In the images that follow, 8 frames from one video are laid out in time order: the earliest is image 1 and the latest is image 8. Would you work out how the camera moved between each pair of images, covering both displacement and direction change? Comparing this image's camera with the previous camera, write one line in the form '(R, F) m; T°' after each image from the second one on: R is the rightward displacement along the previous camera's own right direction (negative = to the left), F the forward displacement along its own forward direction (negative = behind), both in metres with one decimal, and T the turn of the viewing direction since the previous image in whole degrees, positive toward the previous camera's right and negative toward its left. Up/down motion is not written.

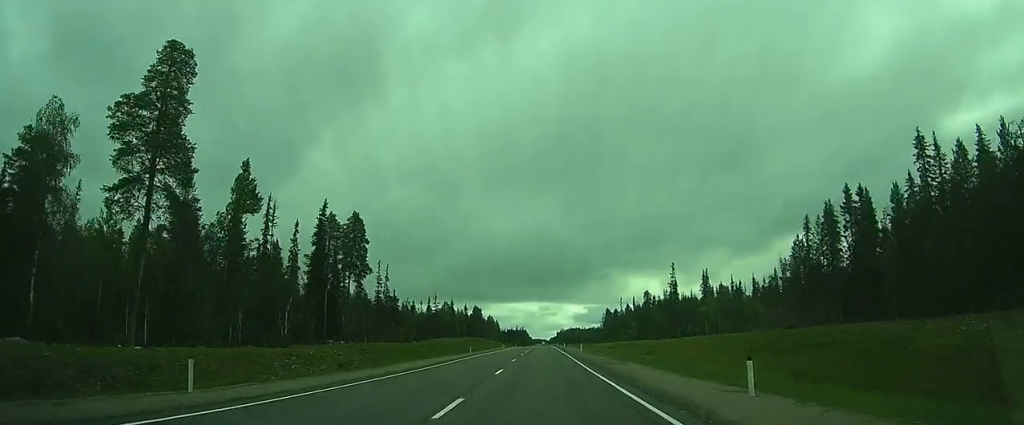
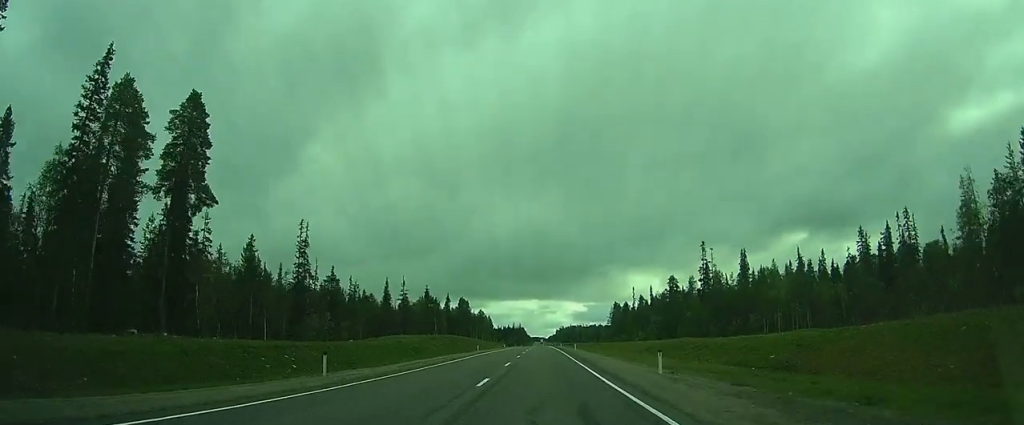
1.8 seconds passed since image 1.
(+0.3, +45.1) m; +1°
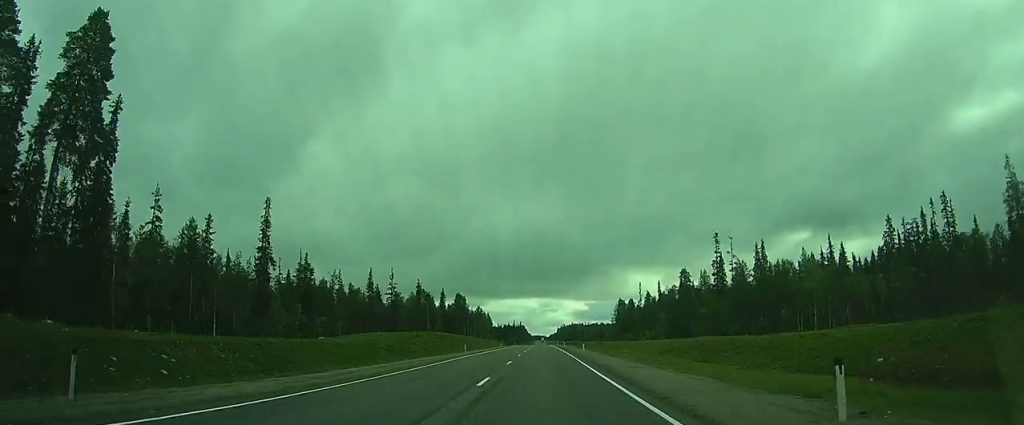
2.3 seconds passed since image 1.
(0.0, +13.1) m; 0°
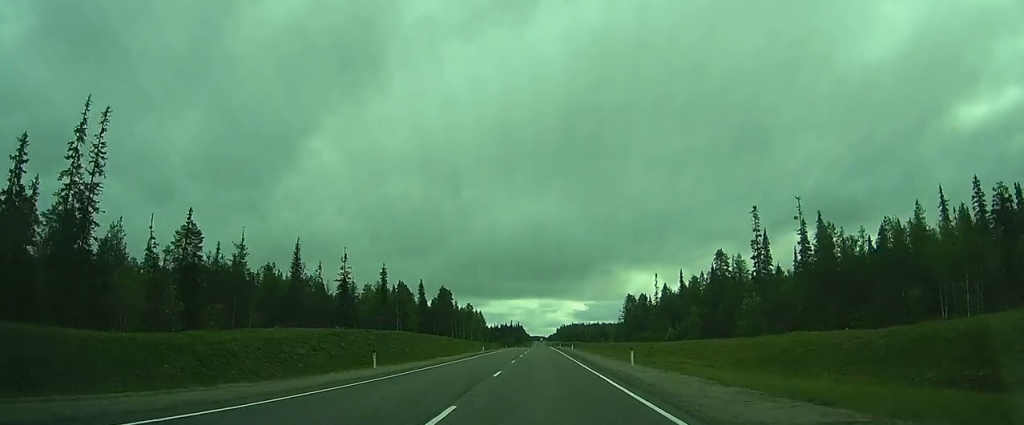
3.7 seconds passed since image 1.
(0.0, +33.3) m; 0°
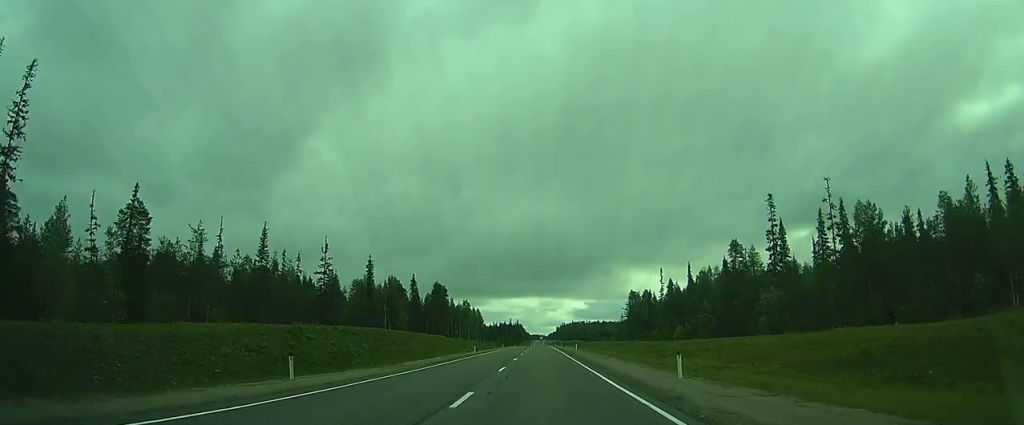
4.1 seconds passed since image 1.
(0.0, +9.6) m; 0°
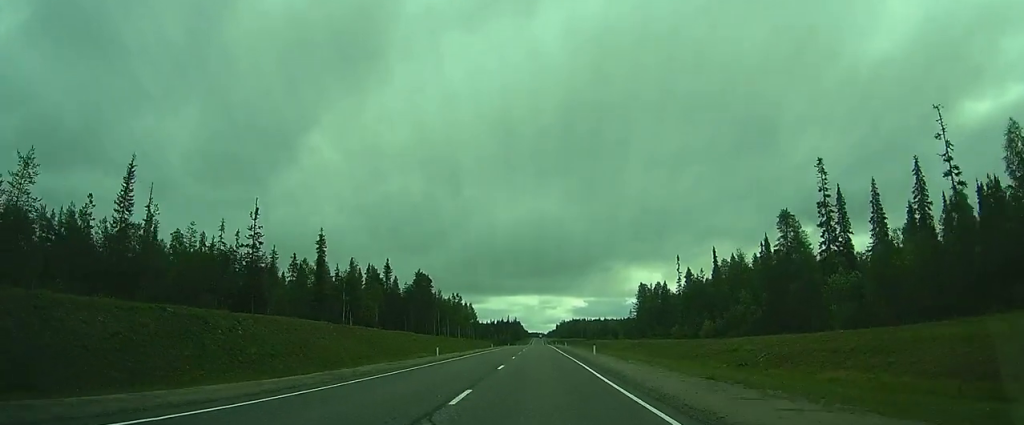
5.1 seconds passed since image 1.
(0.0, +24.6) m; 0°
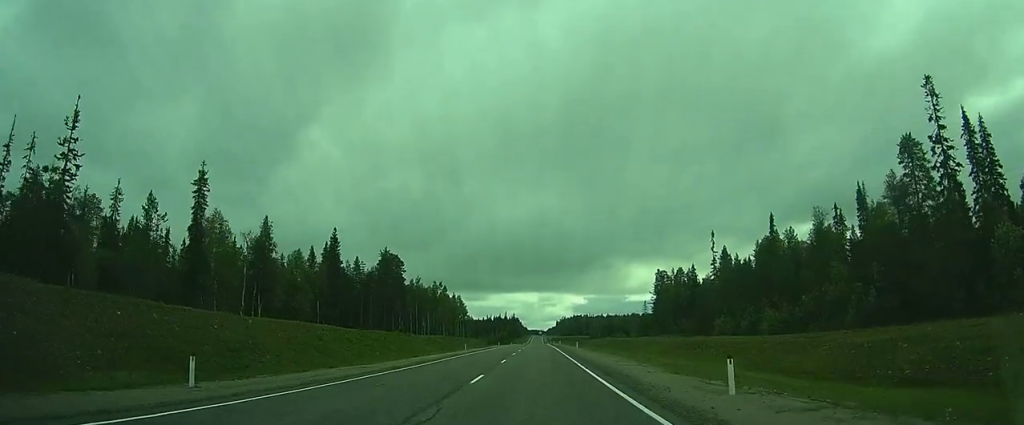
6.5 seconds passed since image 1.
(0.0, +32.2) m; 0°
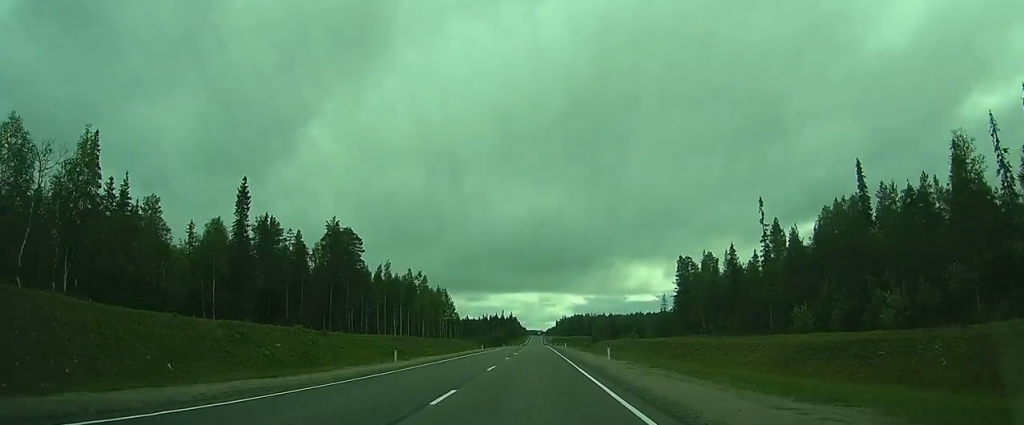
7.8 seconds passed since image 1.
(0.0, +29.4) m; 0°
